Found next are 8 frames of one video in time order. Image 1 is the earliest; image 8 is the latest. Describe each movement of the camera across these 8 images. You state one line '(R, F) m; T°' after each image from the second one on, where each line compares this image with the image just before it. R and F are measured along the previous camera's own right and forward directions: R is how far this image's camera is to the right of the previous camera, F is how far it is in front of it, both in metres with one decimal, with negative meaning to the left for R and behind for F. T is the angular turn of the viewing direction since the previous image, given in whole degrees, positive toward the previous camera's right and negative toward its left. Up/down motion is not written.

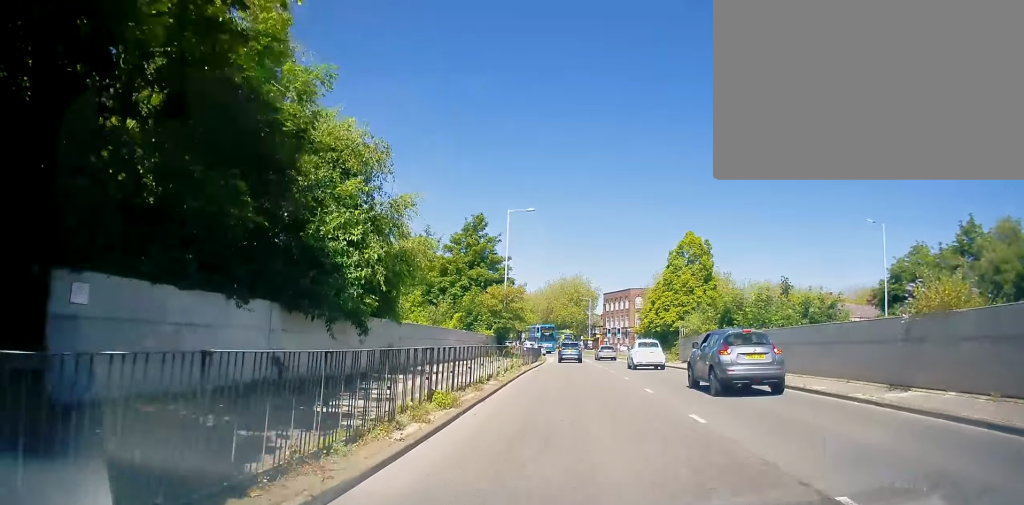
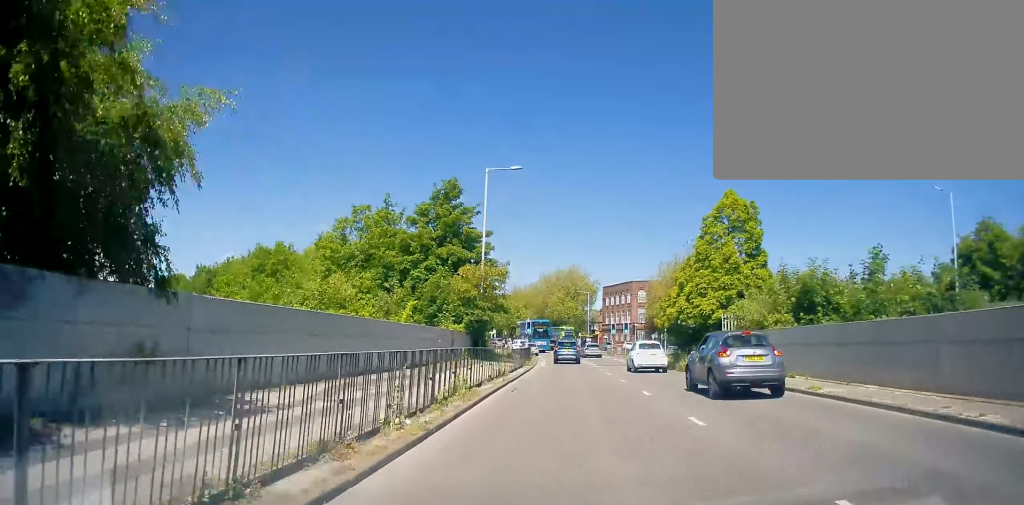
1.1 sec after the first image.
(0.0, +11.5) m; +1°
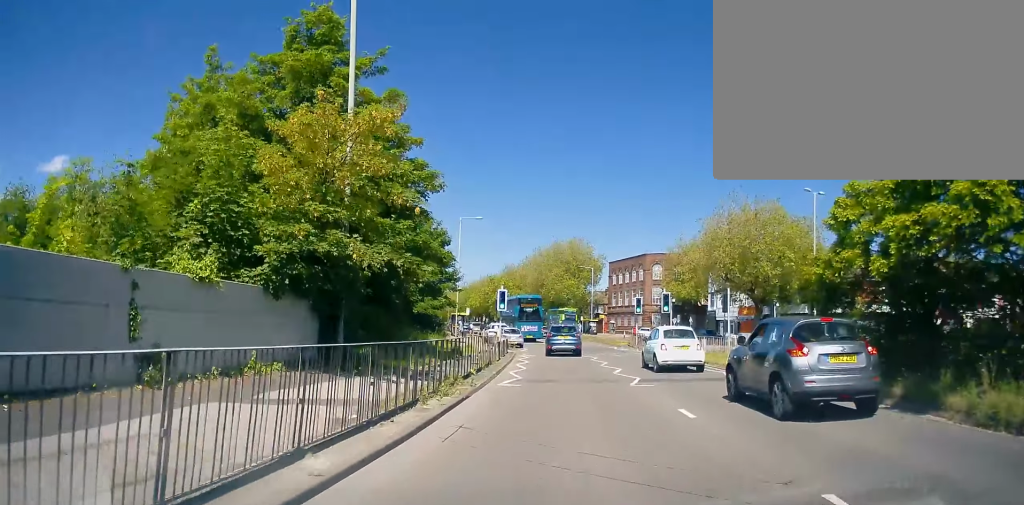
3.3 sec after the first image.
(-0.2, +22.8) m; 0°
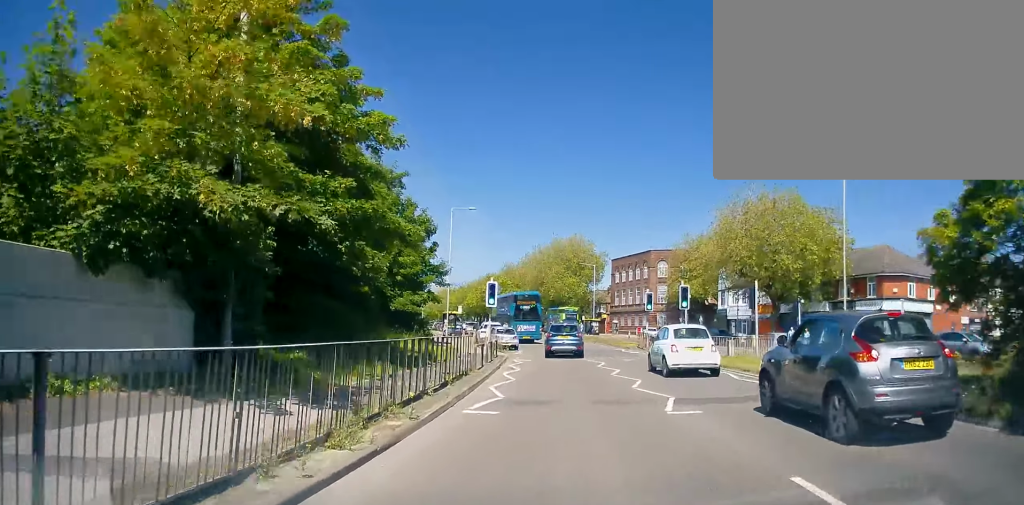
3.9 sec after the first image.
(+0.1, +5.4) m; +1°
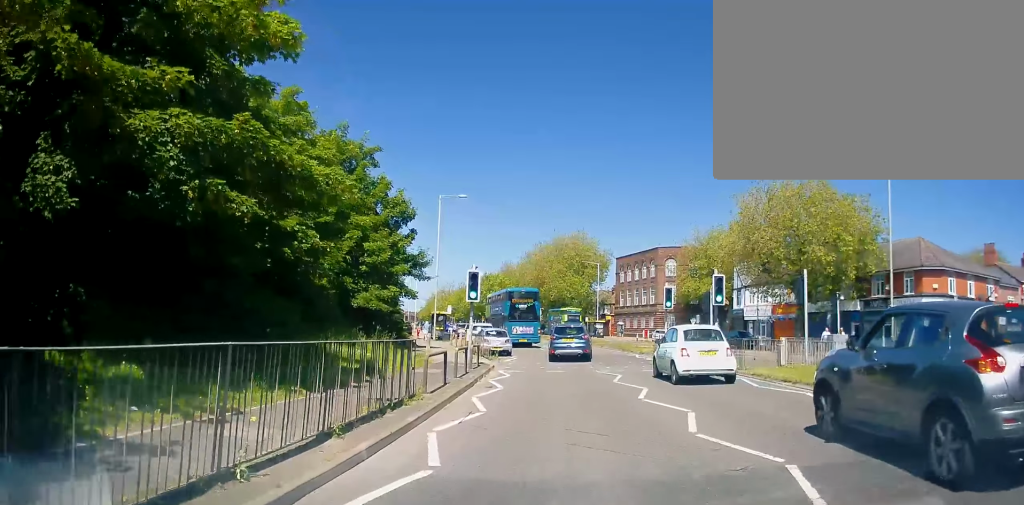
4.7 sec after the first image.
(0.0, +6.2) m; -2°
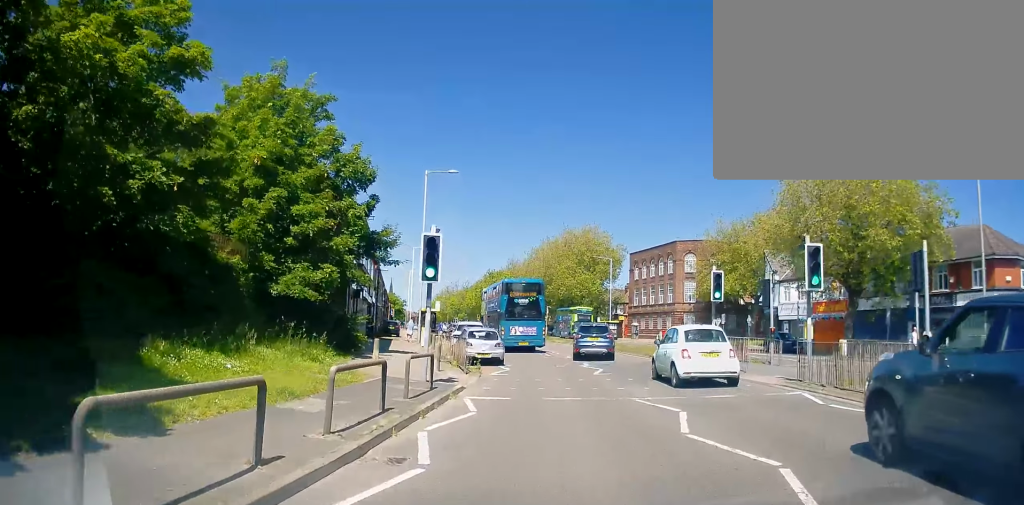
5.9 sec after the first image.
(-0.3, +8.5) m; -2°
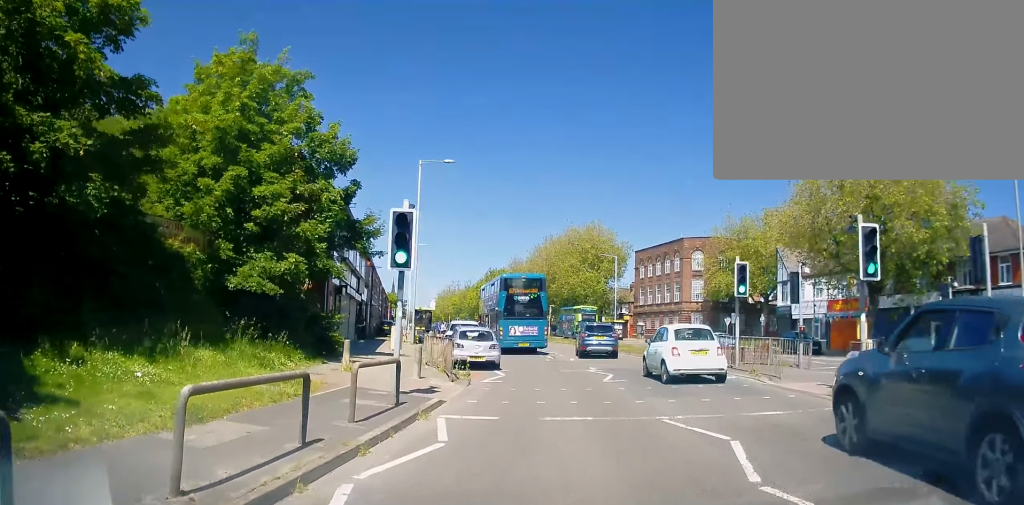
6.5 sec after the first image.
(+0.1, +2.6) m; 0°
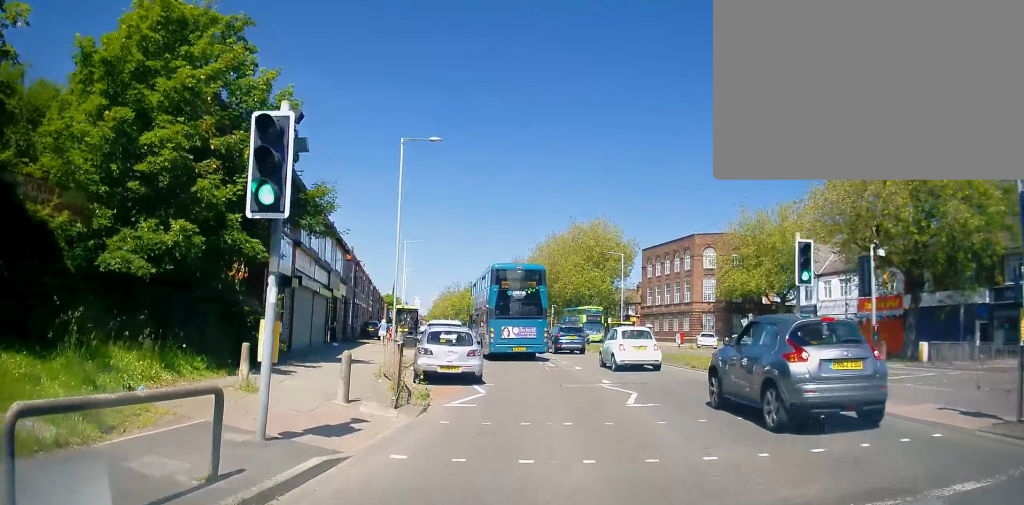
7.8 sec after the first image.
(-0.1, +5.7) m; -1°
